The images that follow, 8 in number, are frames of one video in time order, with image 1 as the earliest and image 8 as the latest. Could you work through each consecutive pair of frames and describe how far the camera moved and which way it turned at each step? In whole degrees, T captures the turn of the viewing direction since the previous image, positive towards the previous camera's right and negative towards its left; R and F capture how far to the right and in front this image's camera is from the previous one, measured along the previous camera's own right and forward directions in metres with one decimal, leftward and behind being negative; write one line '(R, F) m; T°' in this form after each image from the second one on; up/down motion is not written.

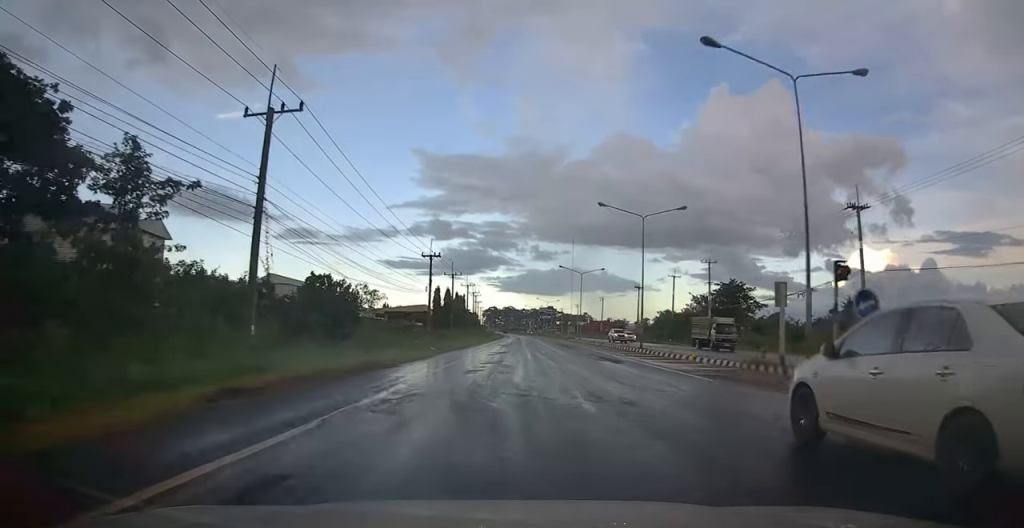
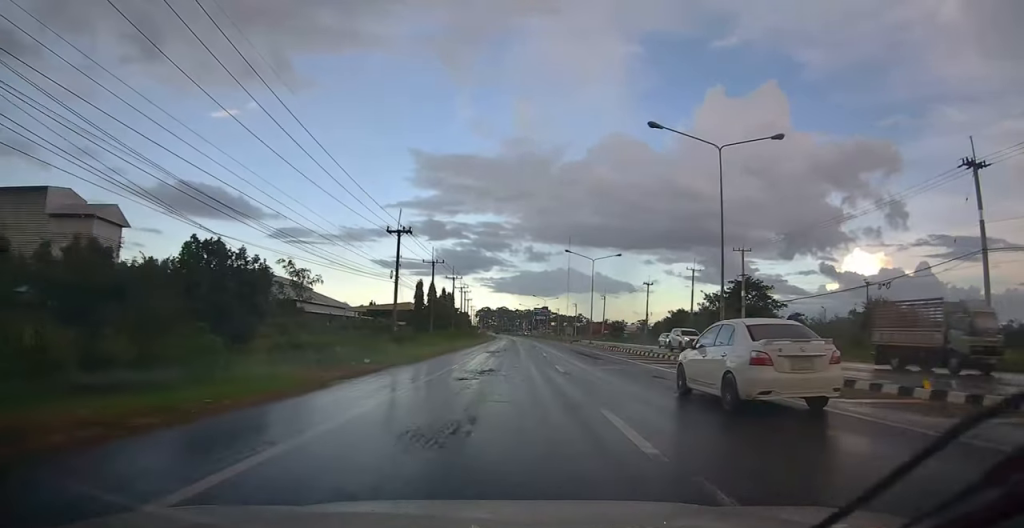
(0.0, +14.9) m; 0°
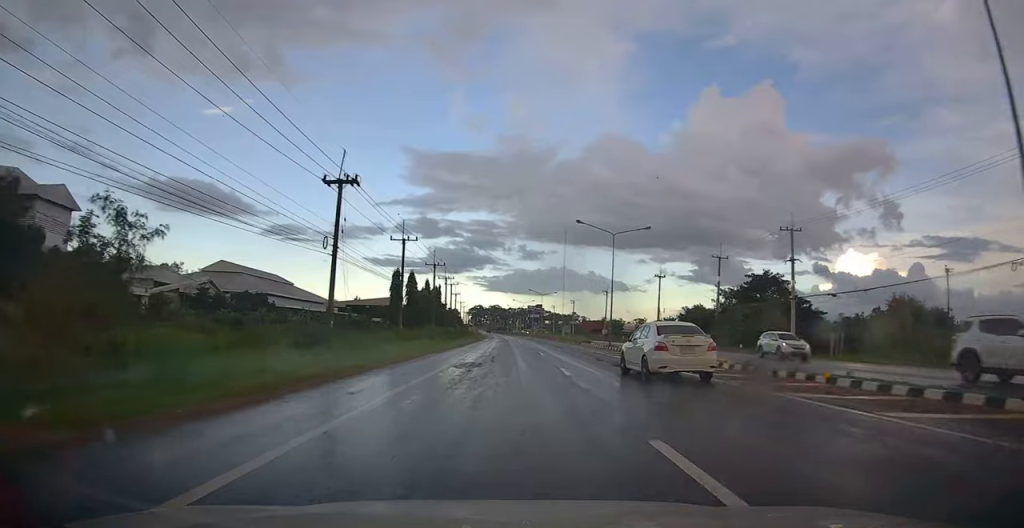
(0.0, +14.8) m; 0°
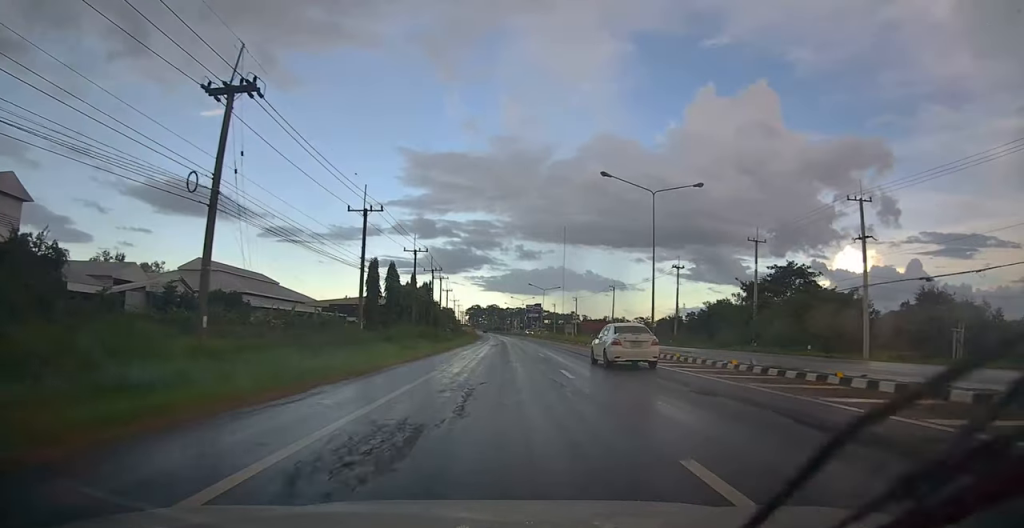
(0.0, +13.1) m; 0°
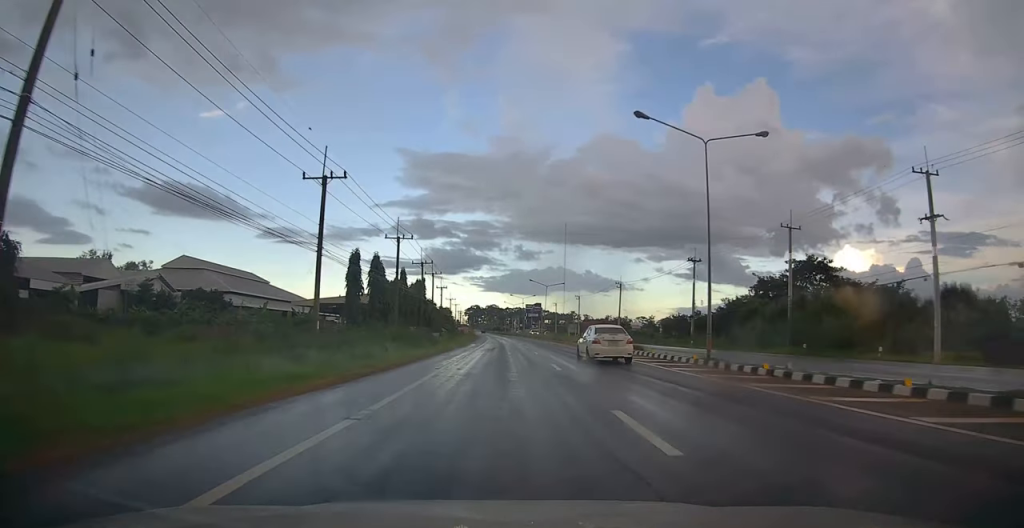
(0.0, +8.7) m; 0°
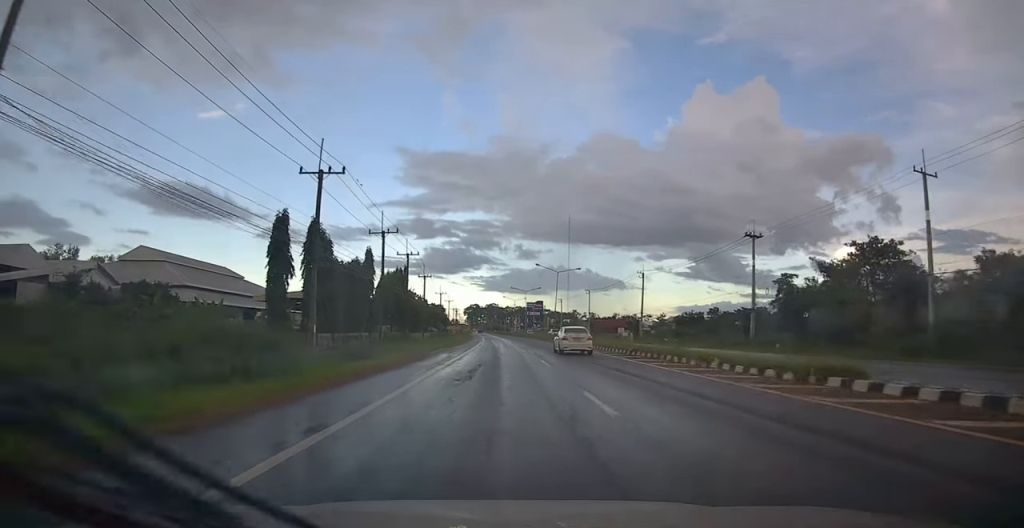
(+0.1, +21.4) m; 0°
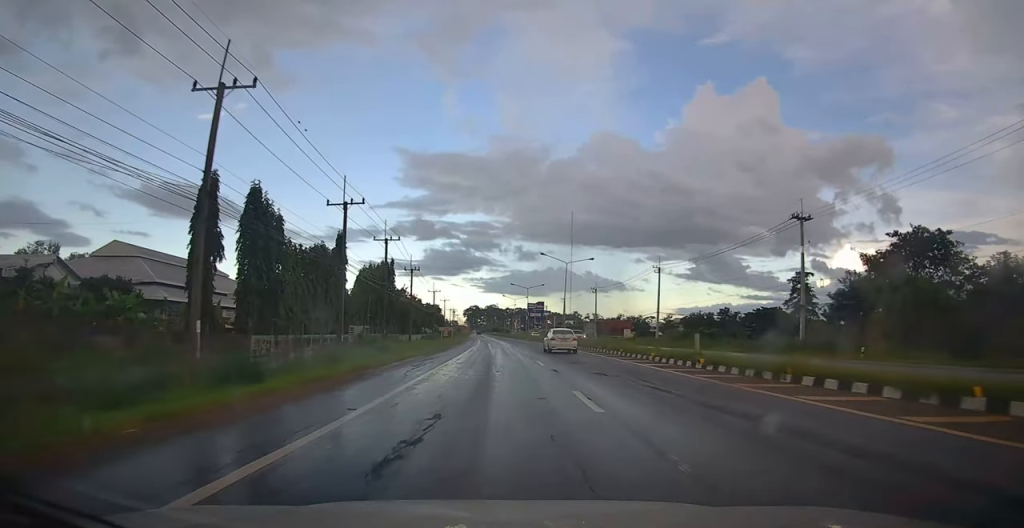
(0.0, +11.4) m; 0°
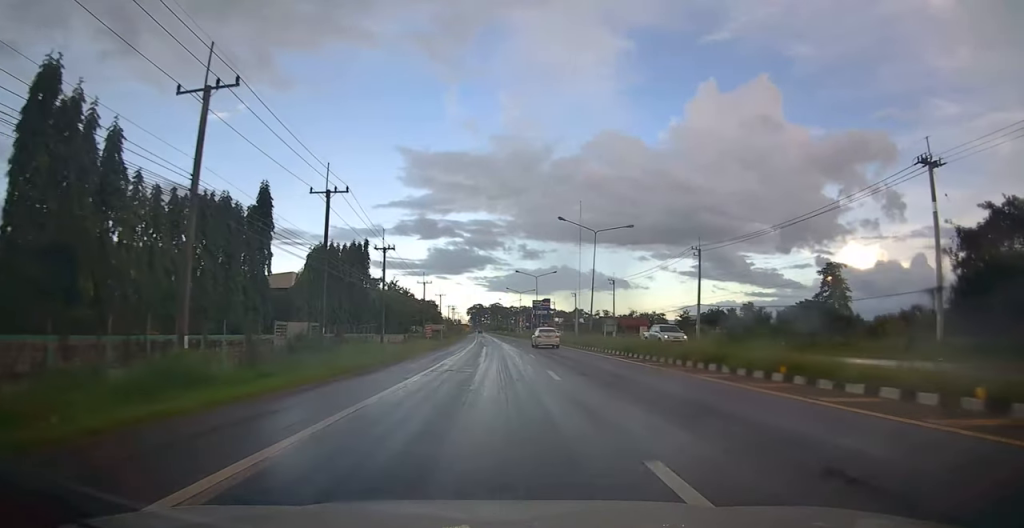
(-0.1, +18.4) m; 0°
